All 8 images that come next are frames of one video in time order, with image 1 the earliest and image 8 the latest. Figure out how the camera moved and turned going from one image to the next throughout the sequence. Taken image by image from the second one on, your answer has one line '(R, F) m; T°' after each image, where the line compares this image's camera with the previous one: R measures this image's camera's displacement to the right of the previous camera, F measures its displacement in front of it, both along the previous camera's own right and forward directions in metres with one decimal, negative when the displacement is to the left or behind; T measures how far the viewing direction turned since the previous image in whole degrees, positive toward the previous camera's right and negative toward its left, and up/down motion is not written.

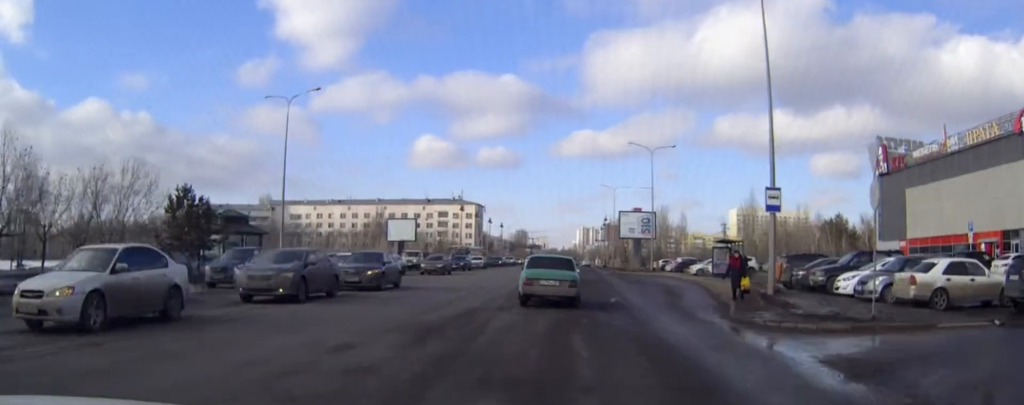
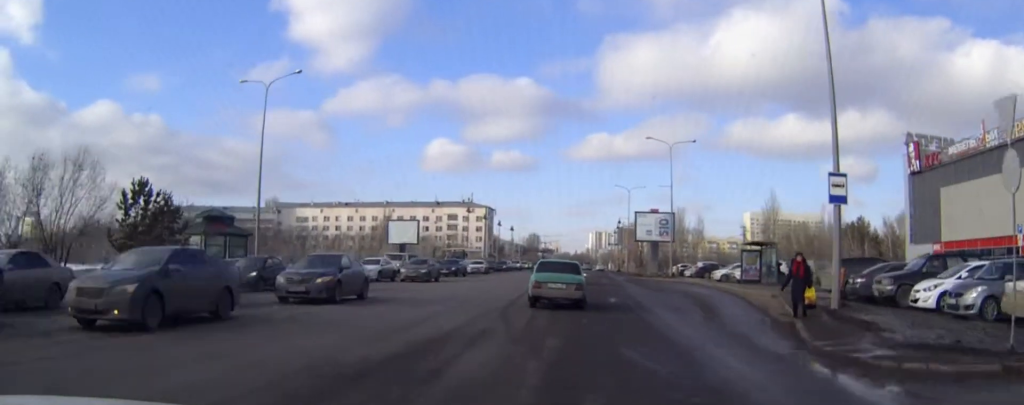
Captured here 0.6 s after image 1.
(0.0, +6.3) m; 0°
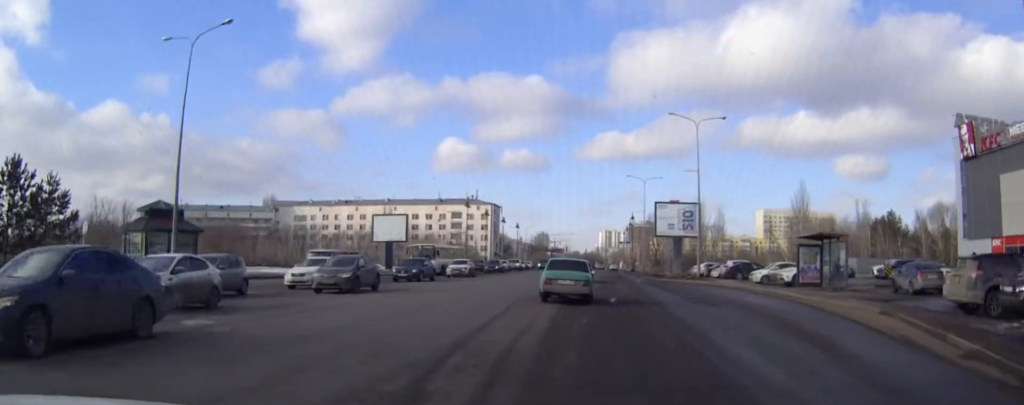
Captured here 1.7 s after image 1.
(-0.1, +11.4) m; -1°
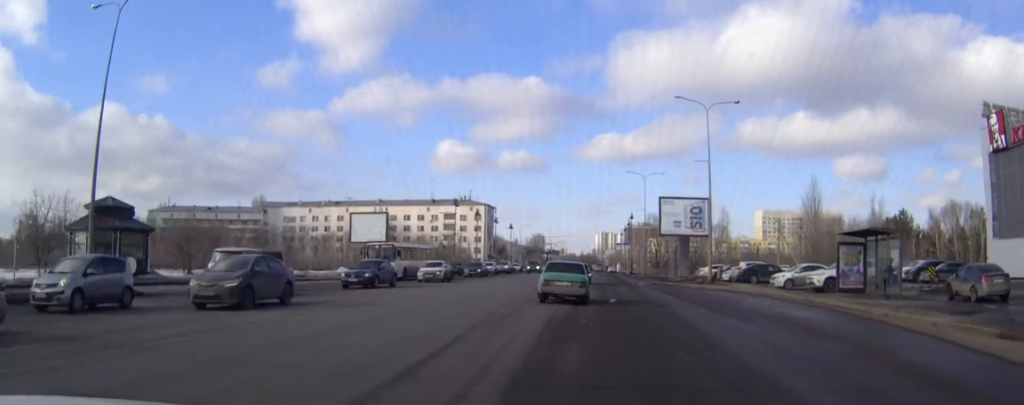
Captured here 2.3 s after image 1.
(0.0, +6.8) m; 0°
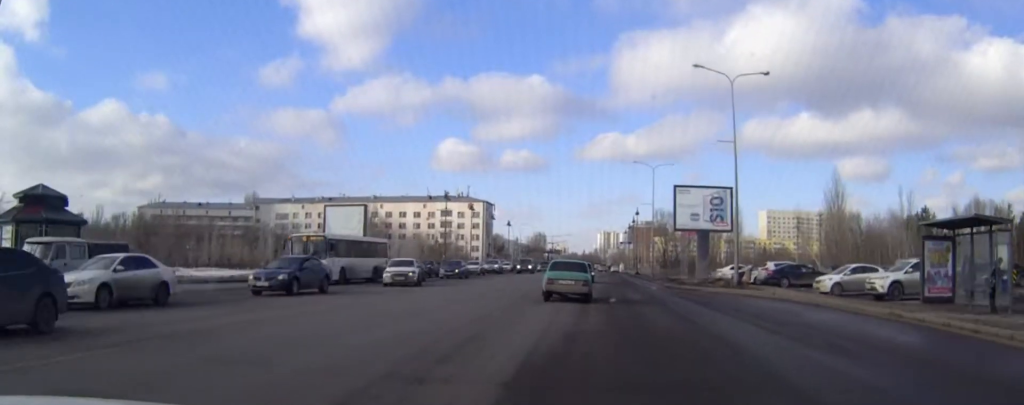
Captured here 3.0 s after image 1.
(0.0, +8.5) m; 0°
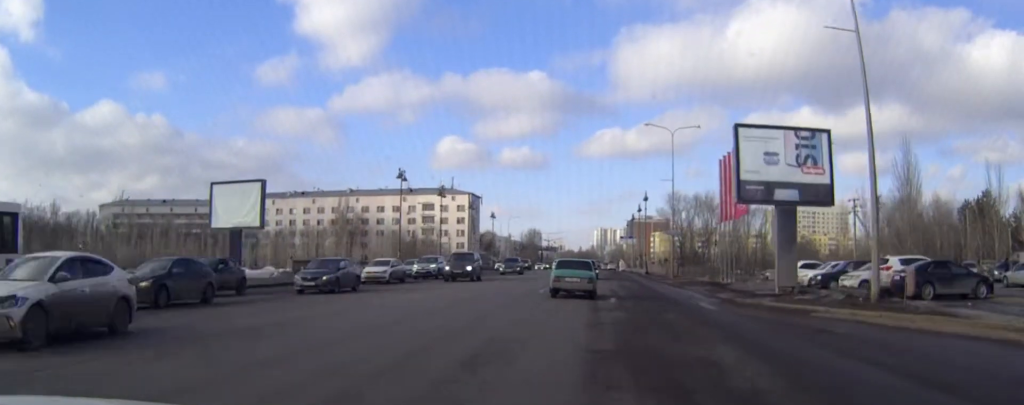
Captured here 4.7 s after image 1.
(+0.1, +21.4) m; 0°
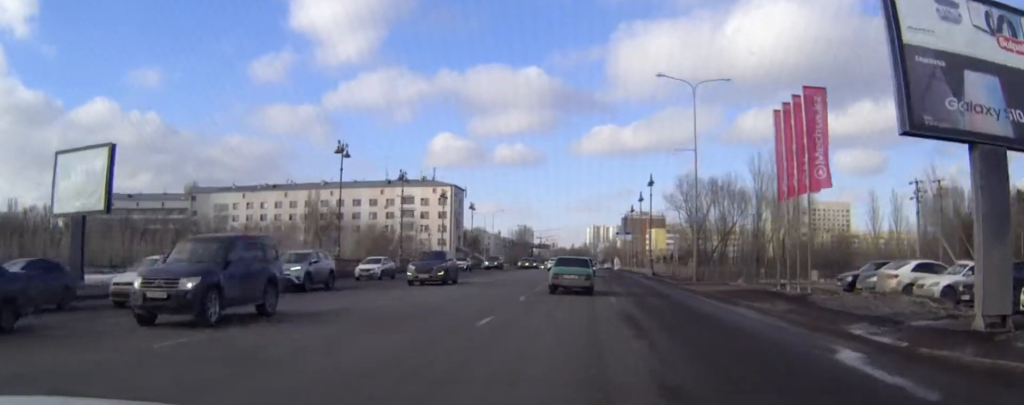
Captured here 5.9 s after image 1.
(+0.1, +16.0) m; 0°
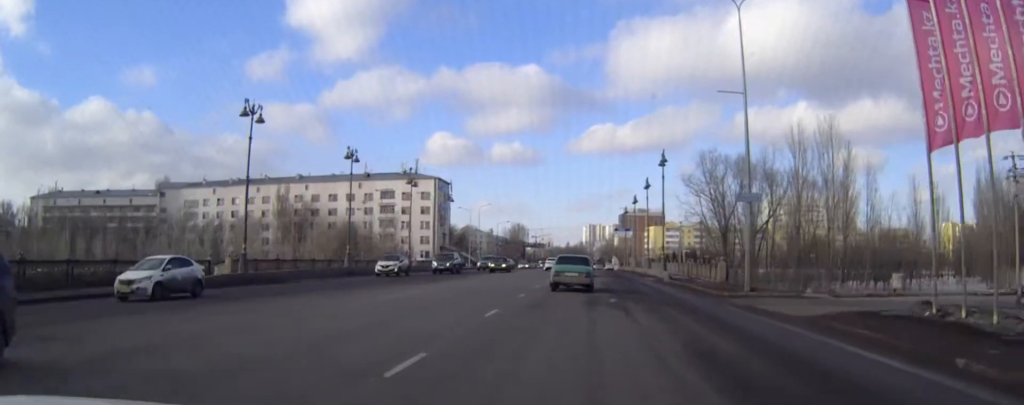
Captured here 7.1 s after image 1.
(0.0, +15.3) m; 0°
